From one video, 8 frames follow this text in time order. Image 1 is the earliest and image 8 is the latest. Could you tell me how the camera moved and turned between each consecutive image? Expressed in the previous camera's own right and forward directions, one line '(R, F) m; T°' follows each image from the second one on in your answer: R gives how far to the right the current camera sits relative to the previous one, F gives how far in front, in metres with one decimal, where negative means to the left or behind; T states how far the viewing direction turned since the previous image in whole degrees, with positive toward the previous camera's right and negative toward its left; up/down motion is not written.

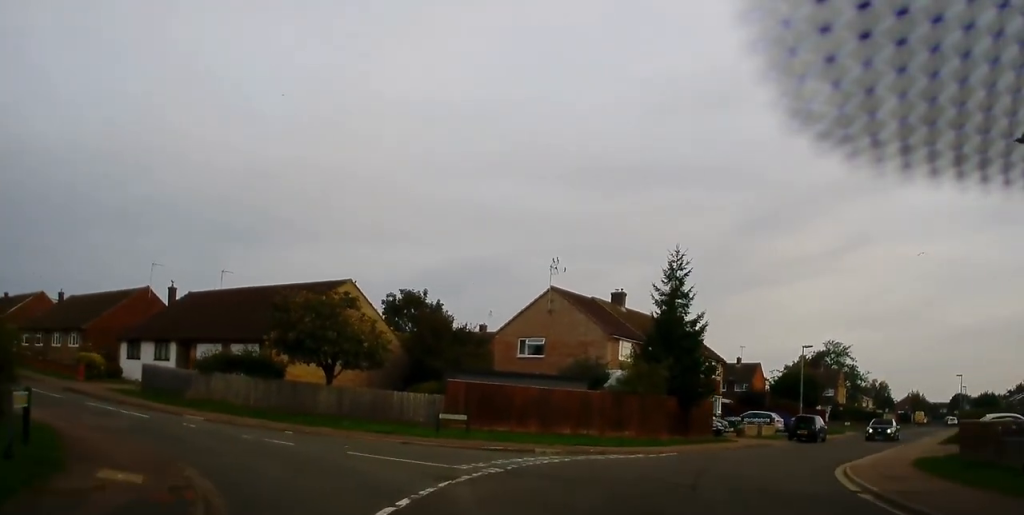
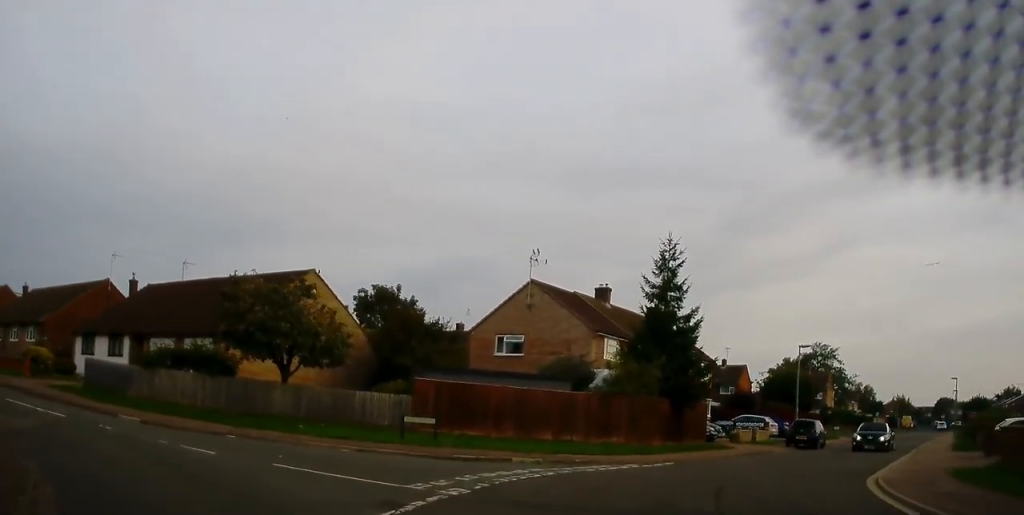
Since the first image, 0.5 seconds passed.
(0.0, +3.1) m; +1°
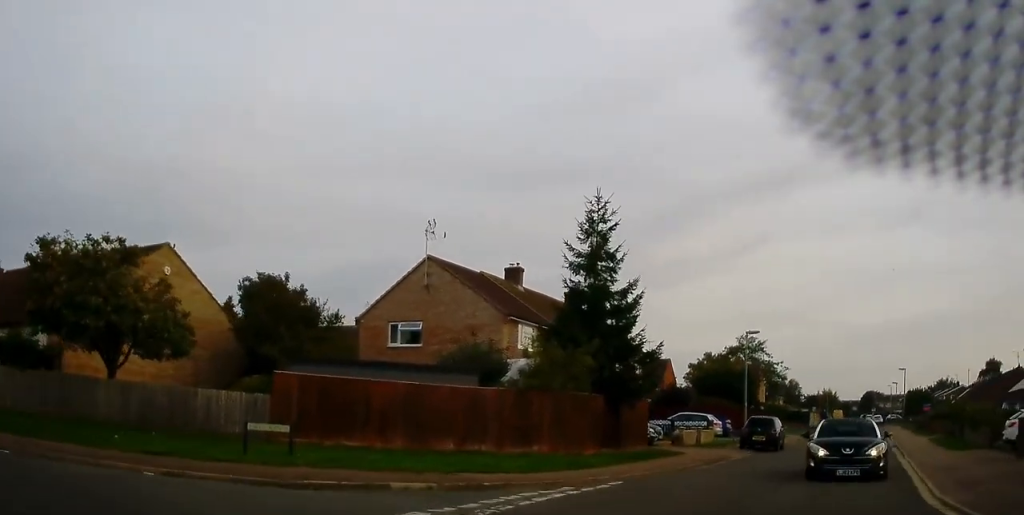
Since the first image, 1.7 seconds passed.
(+0.3, +6.7) m; +9°
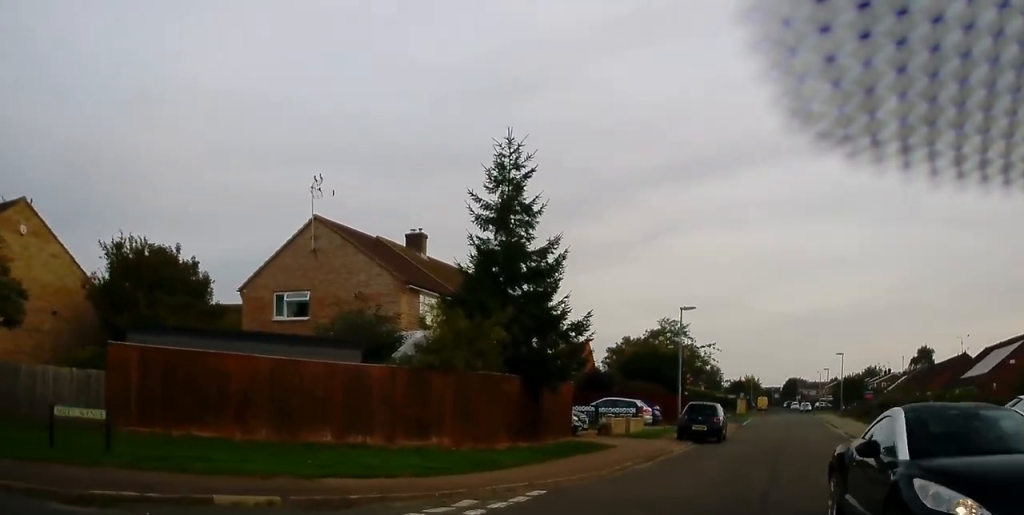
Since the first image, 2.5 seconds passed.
(+0.3, +4.5) m; +8°
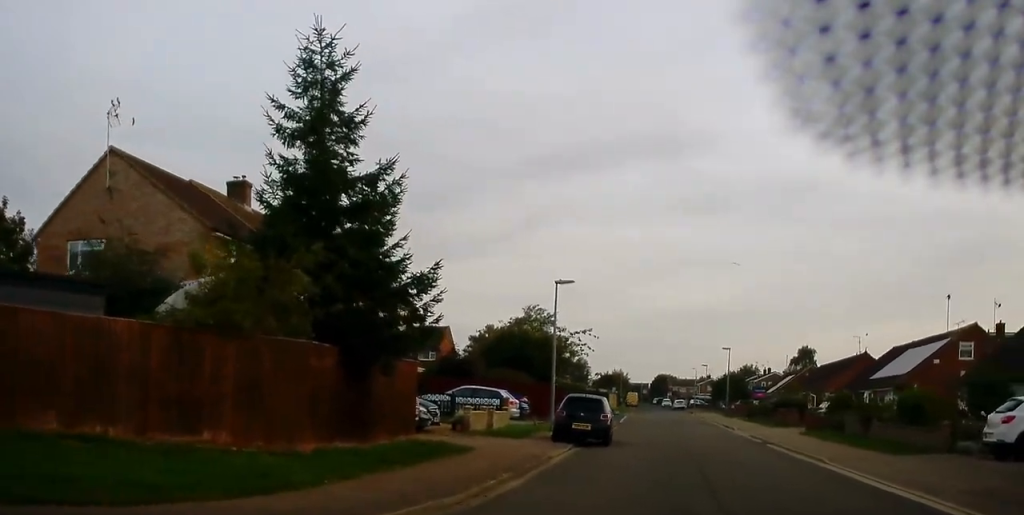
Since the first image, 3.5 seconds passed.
(+0.4, +6.2) m; +9°
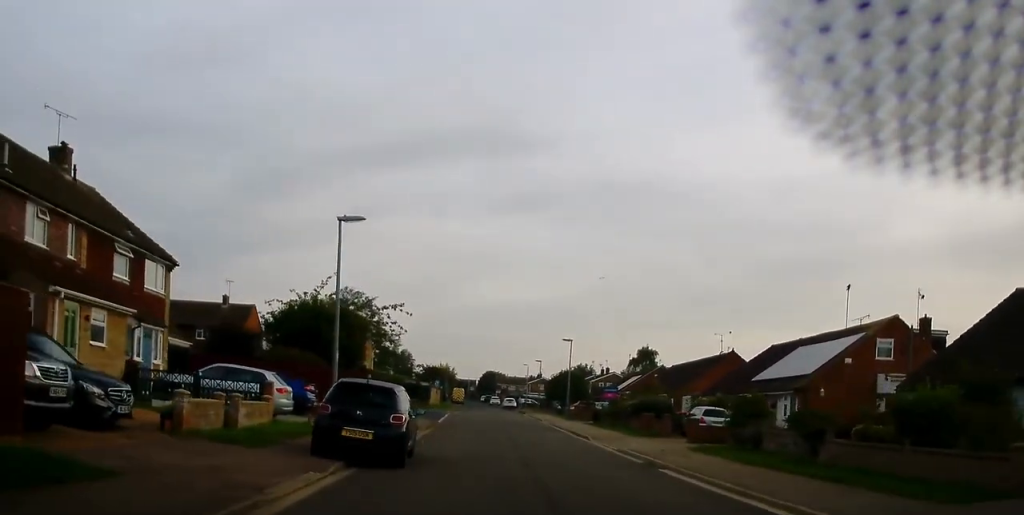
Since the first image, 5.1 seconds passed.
(+1.1, +9.4) m; +7°
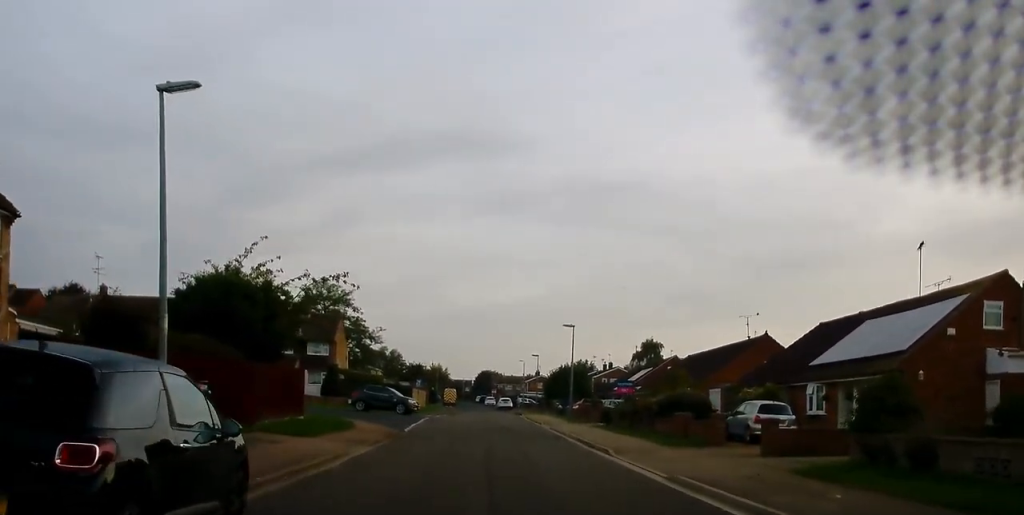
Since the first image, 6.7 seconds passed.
(-0.1, +9.6) m; -1°
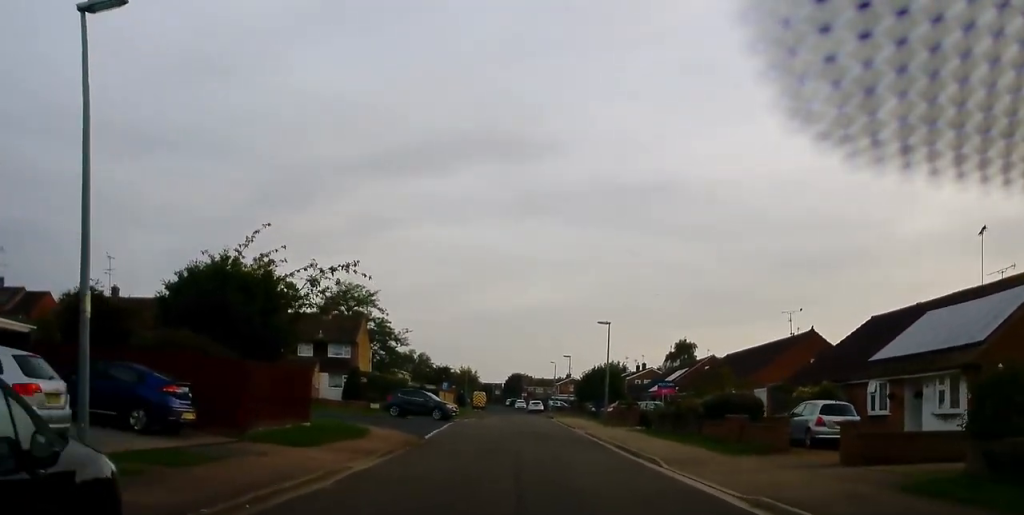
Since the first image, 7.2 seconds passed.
(+0.2, +3.0) m; -1°
